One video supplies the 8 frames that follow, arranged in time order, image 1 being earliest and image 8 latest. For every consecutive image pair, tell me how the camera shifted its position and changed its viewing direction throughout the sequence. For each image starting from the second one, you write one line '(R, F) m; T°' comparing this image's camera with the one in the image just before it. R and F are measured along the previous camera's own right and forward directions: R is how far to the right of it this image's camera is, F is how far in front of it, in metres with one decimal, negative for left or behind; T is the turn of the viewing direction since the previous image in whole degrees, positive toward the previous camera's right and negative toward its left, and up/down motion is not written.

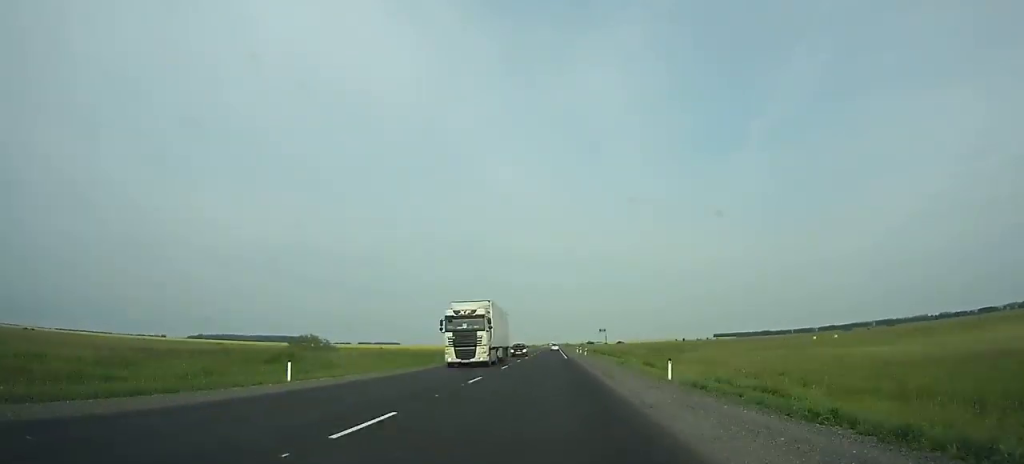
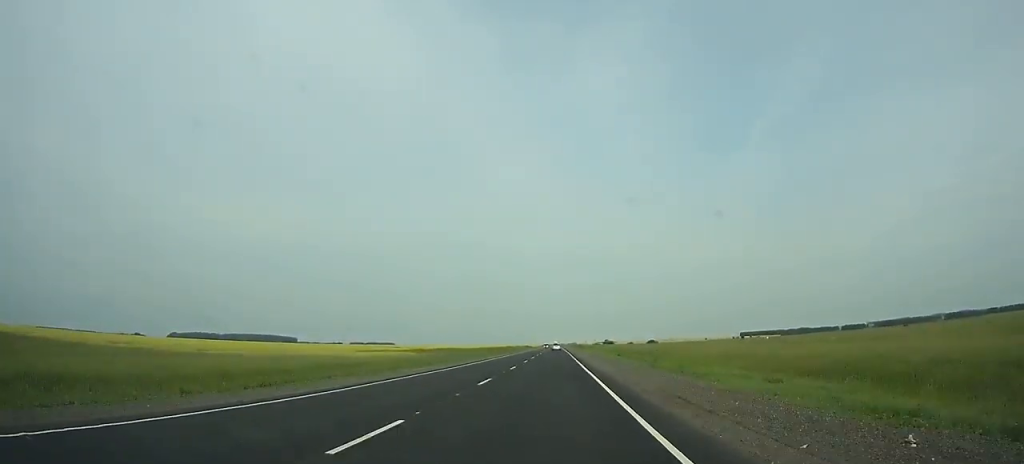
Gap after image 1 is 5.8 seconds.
(-0.2, +187.1) m; 0°
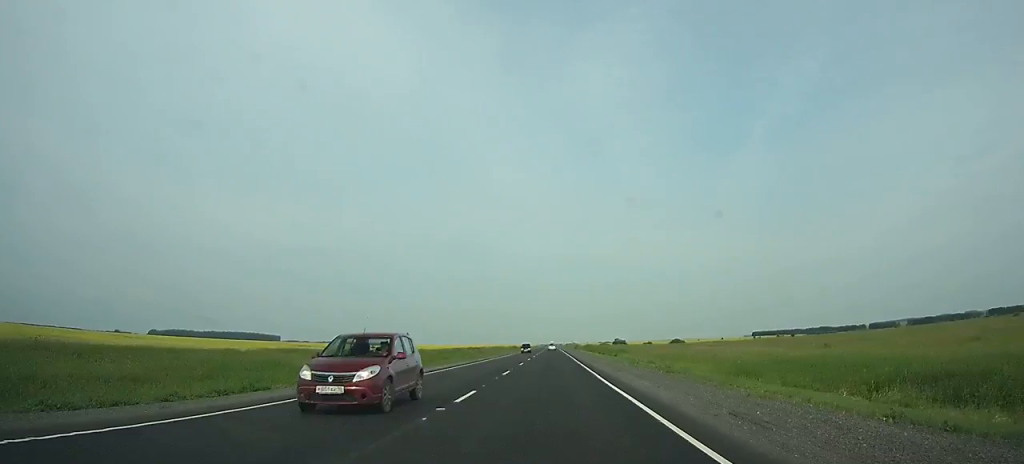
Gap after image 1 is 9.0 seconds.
(-0.1, +102.4) m; 0°
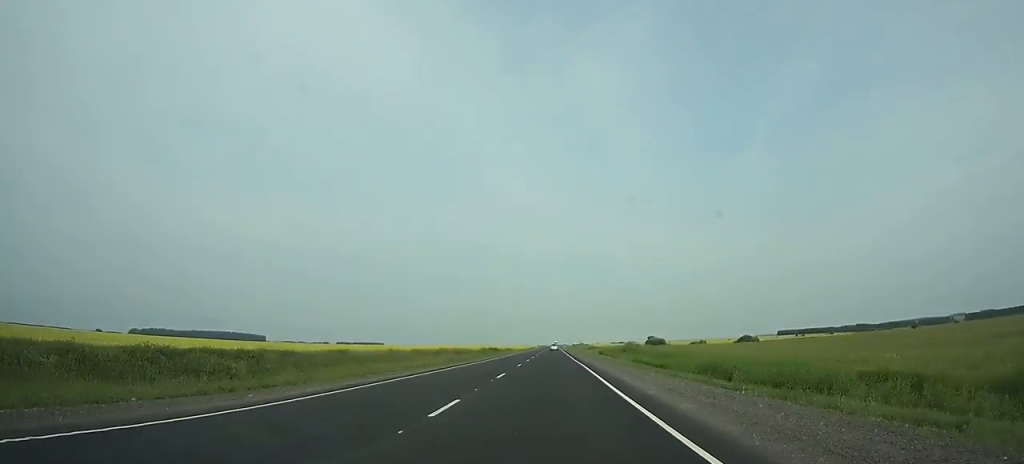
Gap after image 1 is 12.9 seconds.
(-0.3, +125.5) m; 0°
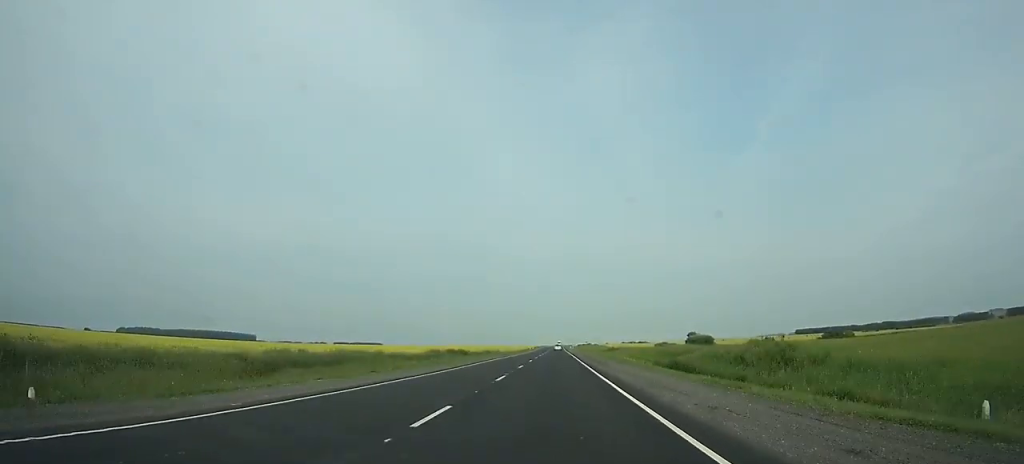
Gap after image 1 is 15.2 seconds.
(-0.1, +71.3) m; 0°
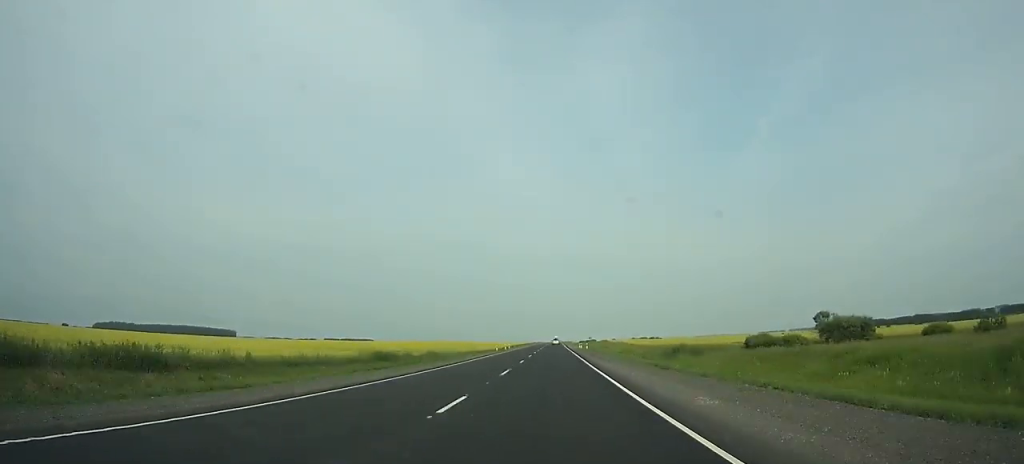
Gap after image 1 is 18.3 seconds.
(+0.1, +92.6) m; 0°
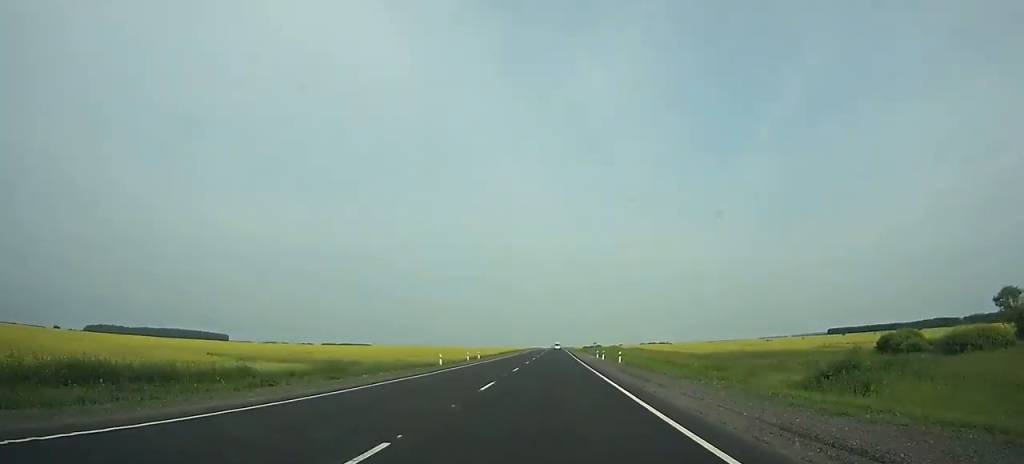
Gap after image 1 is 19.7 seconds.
(0.0, +40.9) m; 0°
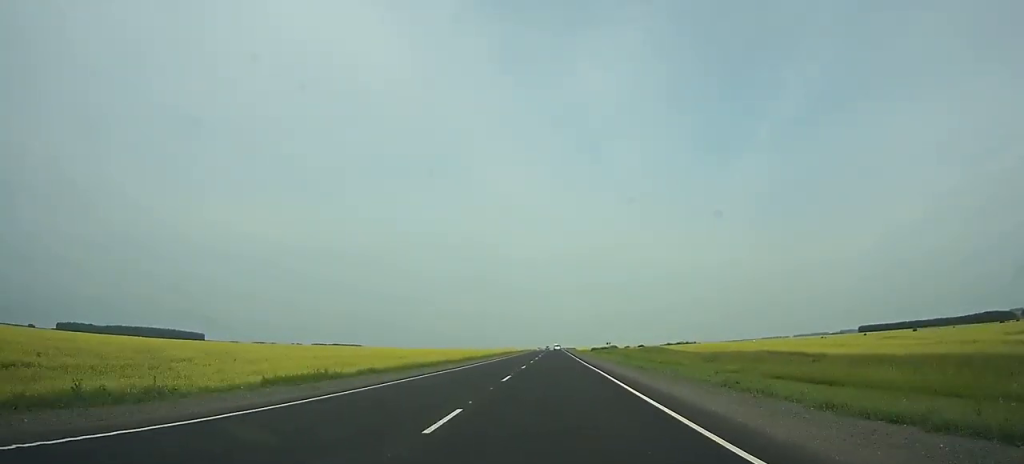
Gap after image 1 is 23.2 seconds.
(+0.2, +102.4) m; 0°
